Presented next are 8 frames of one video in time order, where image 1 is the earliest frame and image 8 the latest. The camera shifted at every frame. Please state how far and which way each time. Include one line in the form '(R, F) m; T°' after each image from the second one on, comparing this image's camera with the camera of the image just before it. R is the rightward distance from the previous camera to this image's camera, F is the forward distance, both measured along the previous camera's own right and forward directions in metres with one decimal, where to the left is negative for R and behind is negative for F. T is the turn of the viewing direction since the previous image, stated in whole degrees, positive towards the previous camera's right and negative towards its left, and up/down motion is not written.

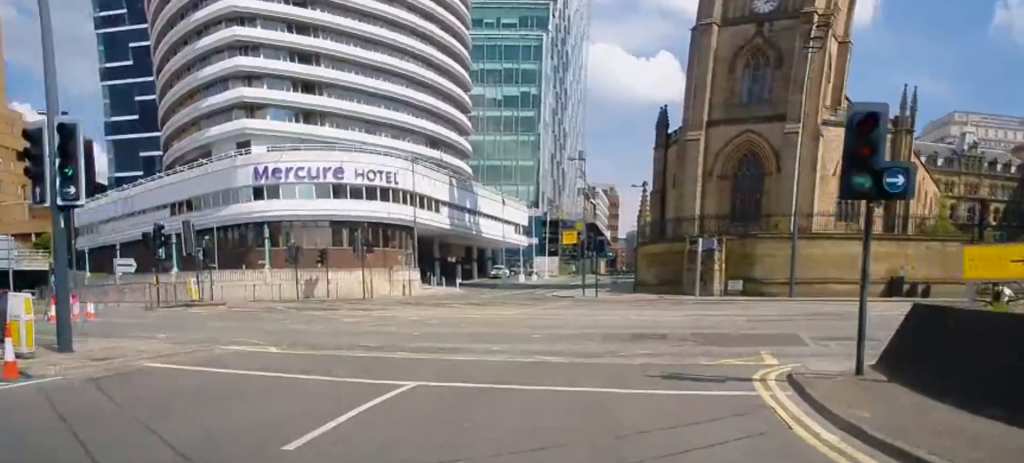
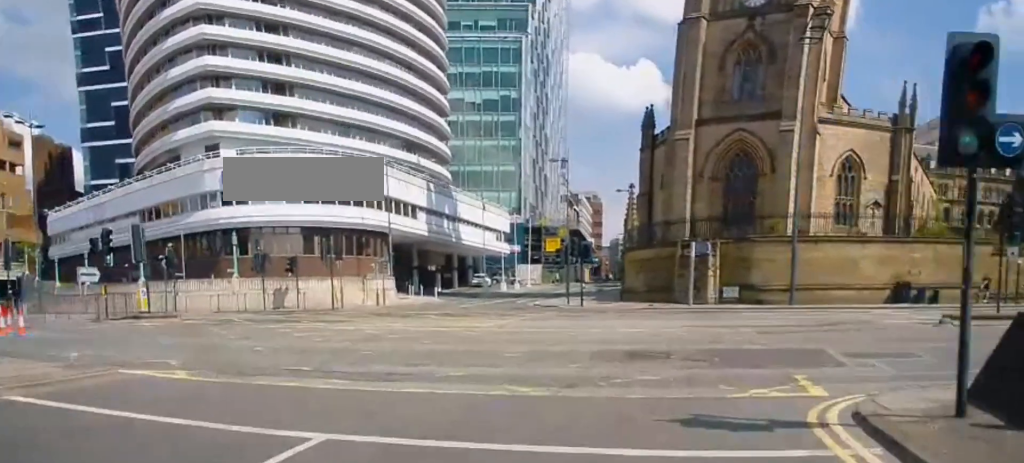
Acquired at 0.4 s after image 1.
(+0.1, +3.2) m; +1°
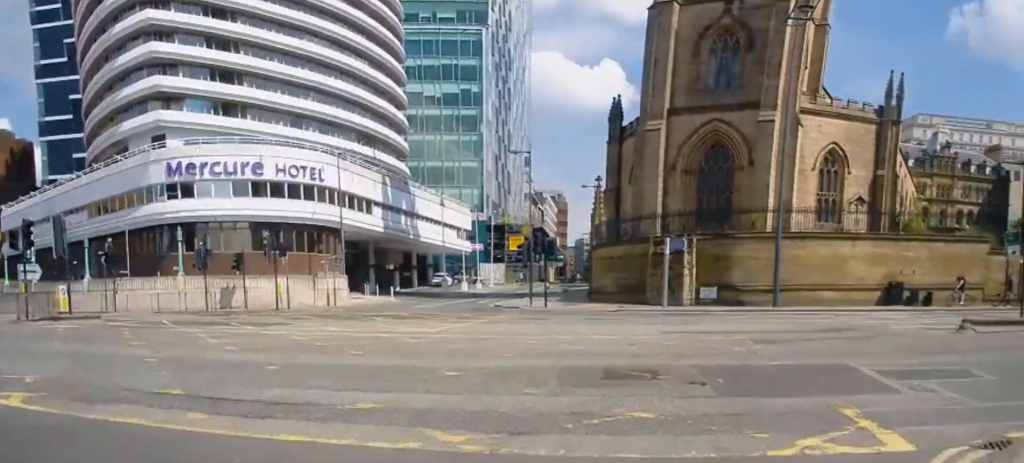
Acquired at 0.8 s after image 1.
(0.0, +3.5) m; +3°
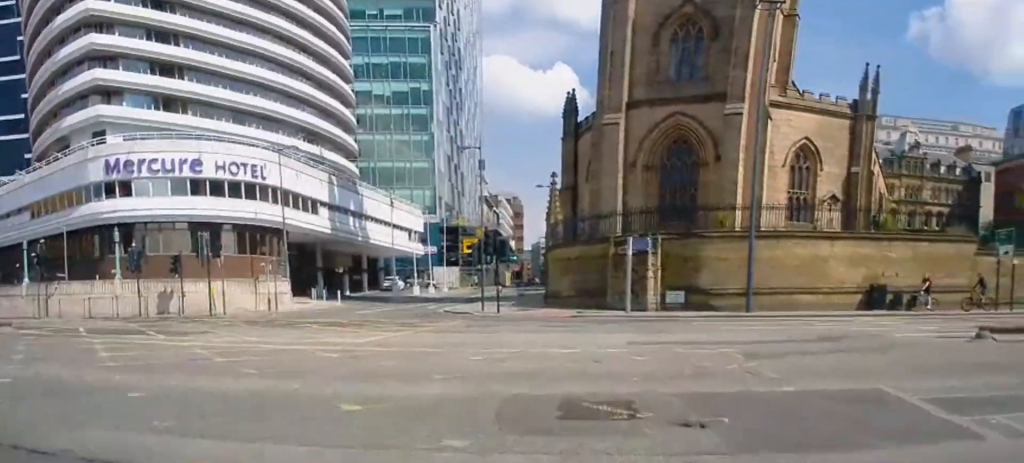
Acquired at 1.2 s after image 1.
(-0.1, +3.1) m; +3°
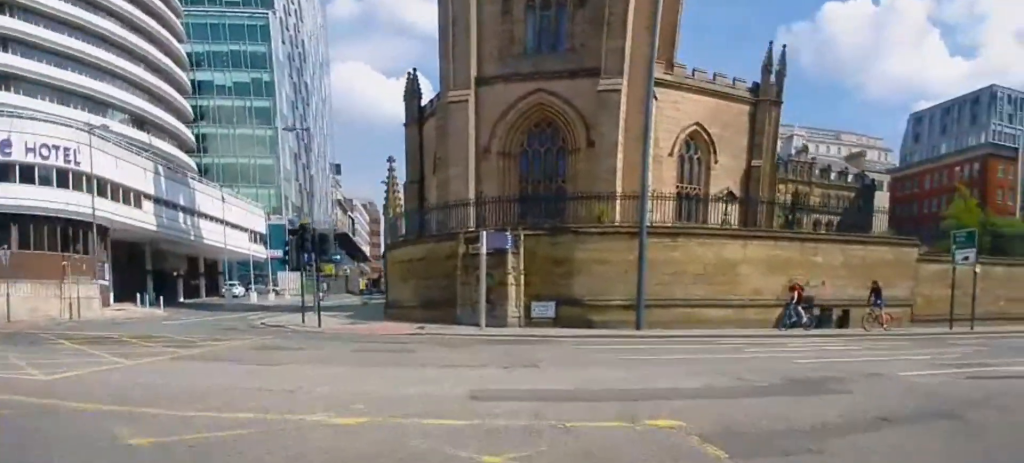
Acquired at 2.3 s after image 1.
(+0.9, +7.9) m; +15°
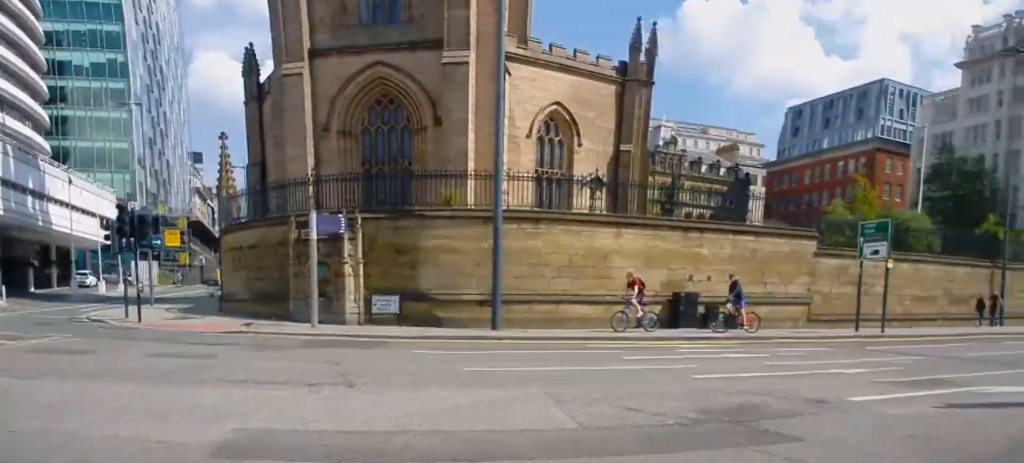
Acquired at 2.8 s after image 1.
(+0.3, +3.6) m; +9°
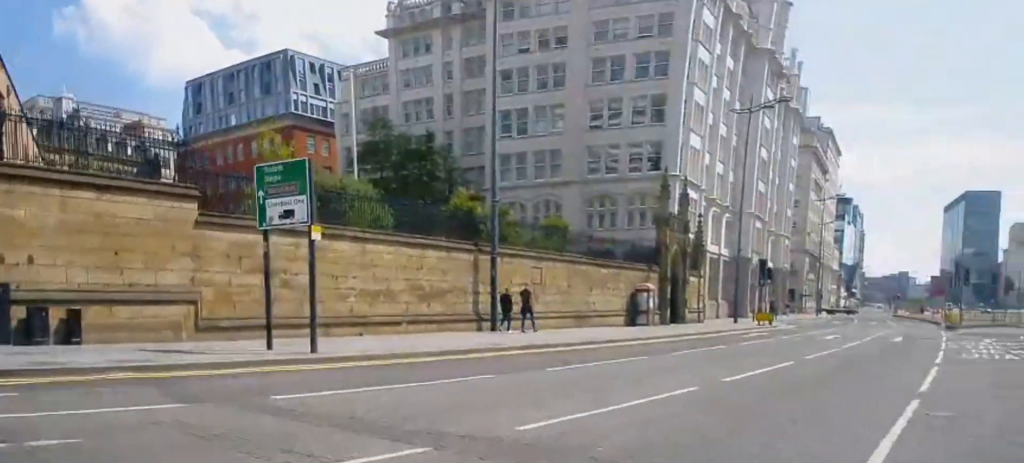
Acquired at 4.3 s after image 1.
(+3.4, +10.8) m; +36°
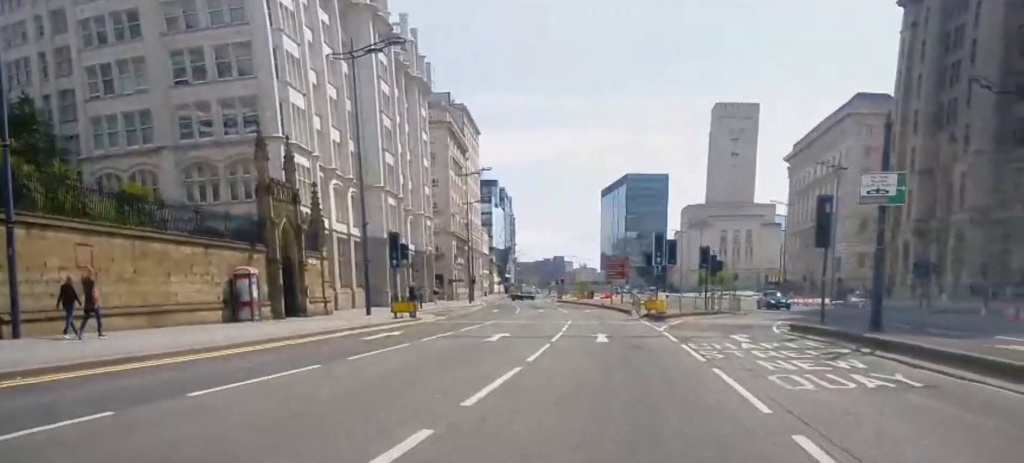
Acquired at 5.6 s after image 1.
(+1.9, +9.3) m; +21°
